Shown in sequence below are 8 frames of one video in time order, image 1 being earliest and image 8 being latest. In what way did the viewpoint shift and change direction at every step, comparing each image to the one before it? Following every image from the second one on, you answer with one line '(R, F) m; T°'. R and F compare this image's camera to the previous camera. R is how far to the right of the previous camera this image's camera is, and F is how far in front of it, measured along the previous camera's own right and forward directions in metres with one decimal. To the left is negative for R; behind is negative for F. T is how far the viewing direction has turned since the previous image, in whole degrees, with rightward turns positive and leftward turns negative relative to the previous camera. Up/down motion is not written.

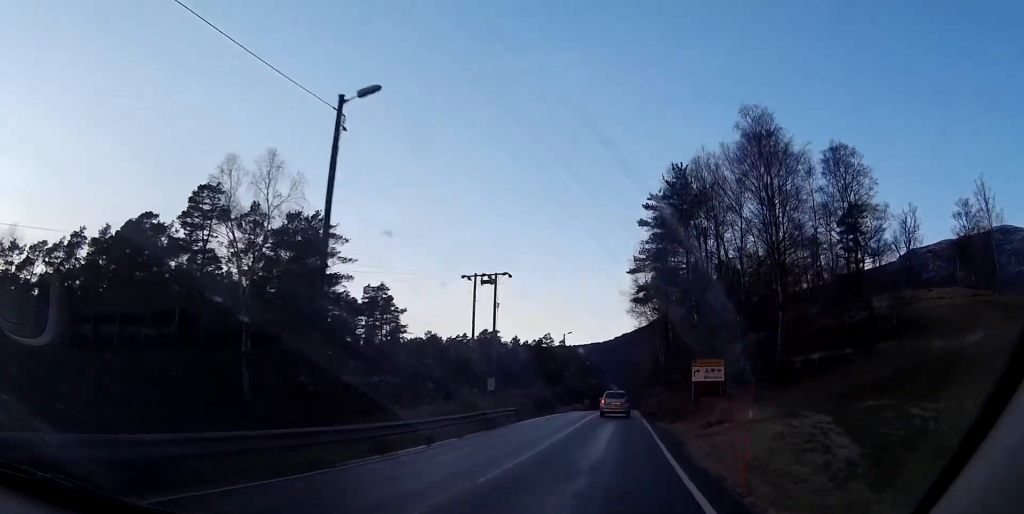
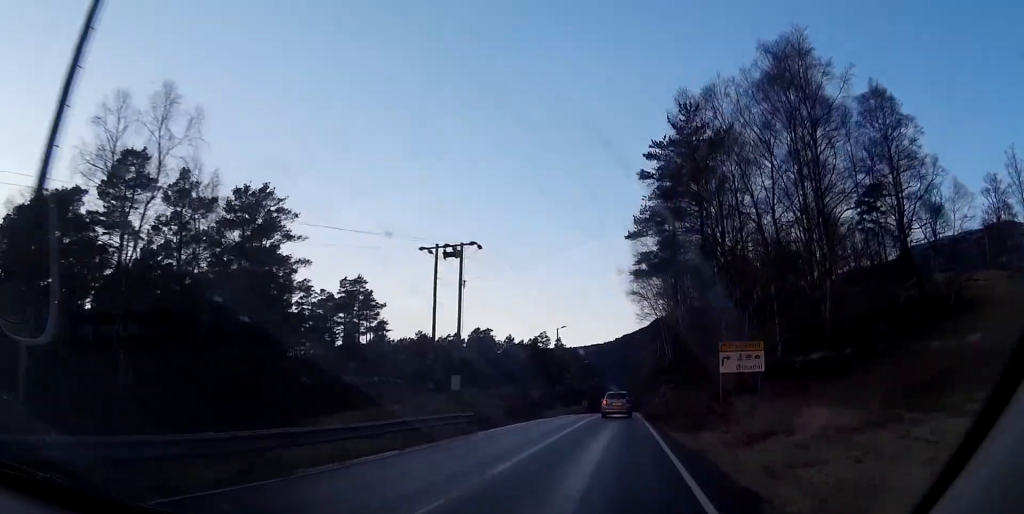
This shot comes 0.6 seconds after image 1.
(-0.1, +10.5) m; -1°
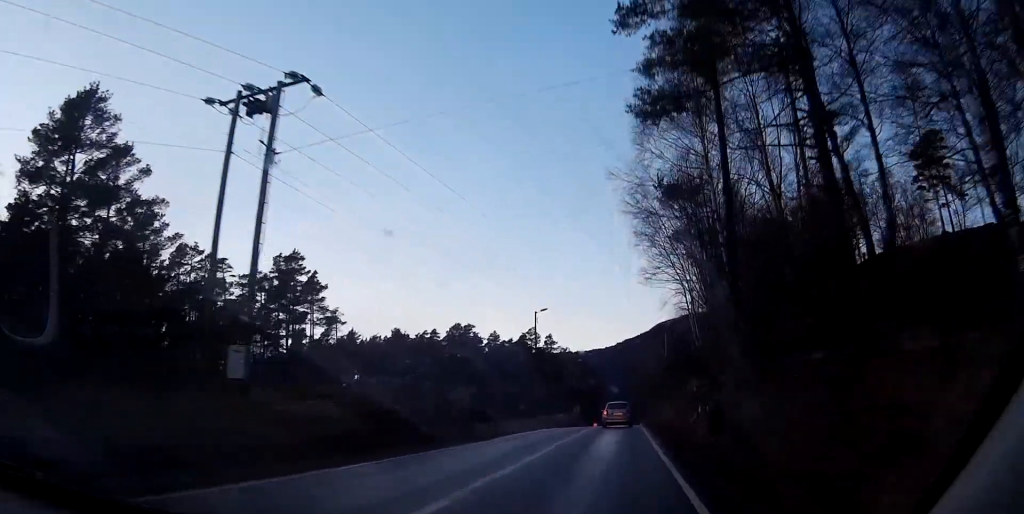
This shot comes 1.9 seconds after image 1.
(-0.5, +22.6) m; -2°
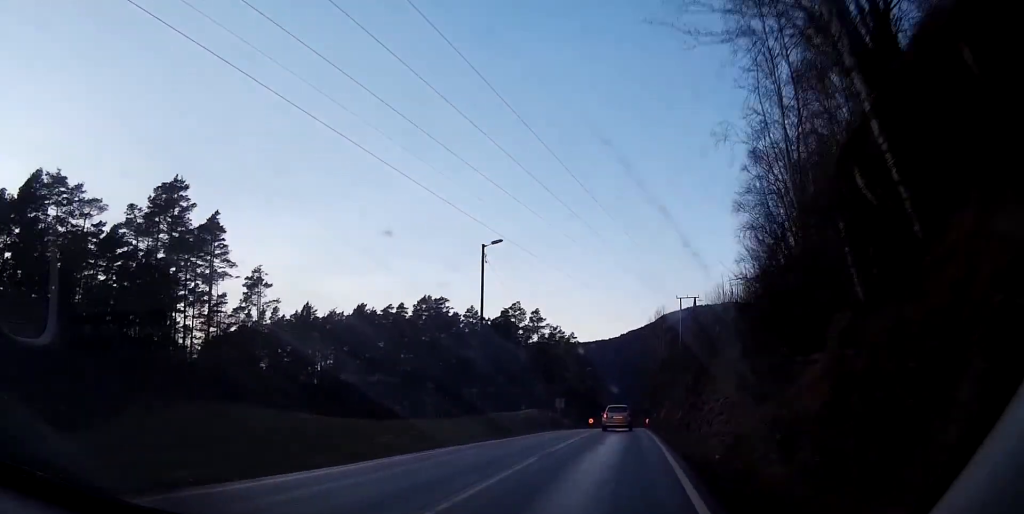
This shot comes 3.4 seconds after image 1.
(-0.3, +26.0) m; -1°
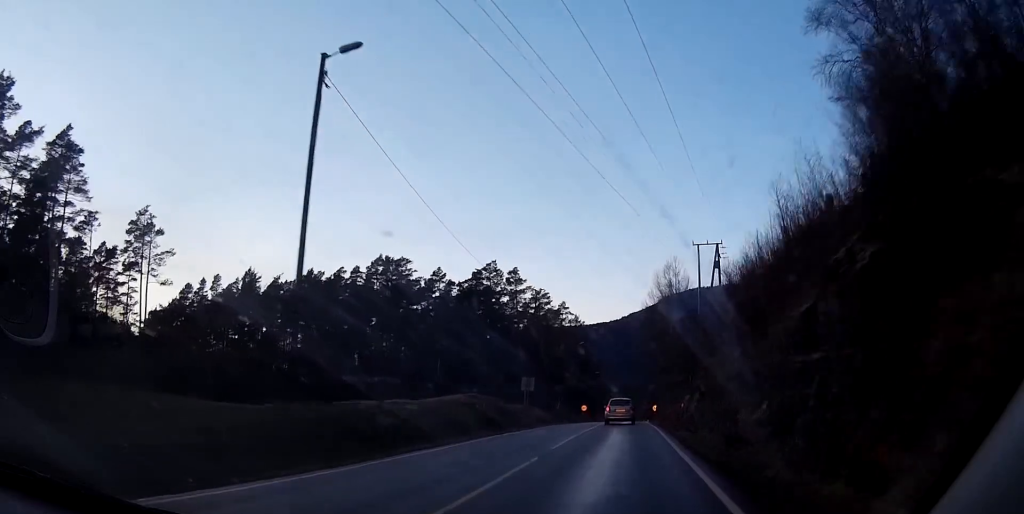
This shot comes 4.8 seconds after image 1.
(+0.1, +23.7) m; +1°
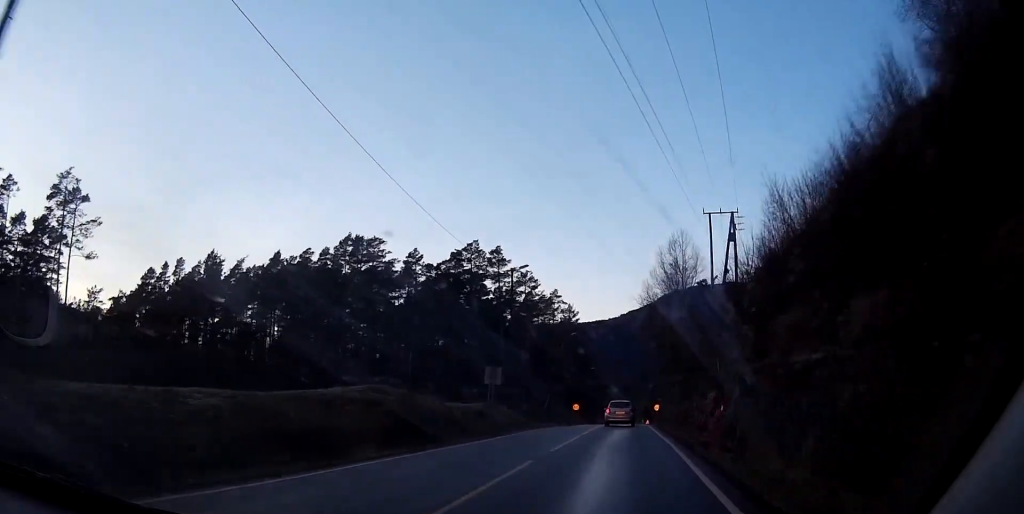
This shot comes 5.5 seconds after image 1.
(+0.1, +11.9) m; 0°
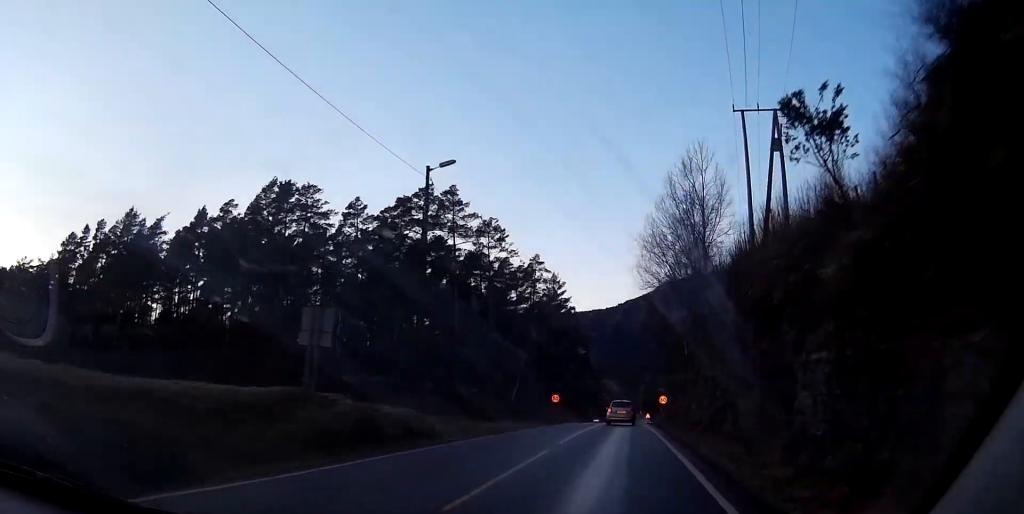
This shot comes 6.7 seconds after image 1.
(-0.2, +20.9) m; -1°
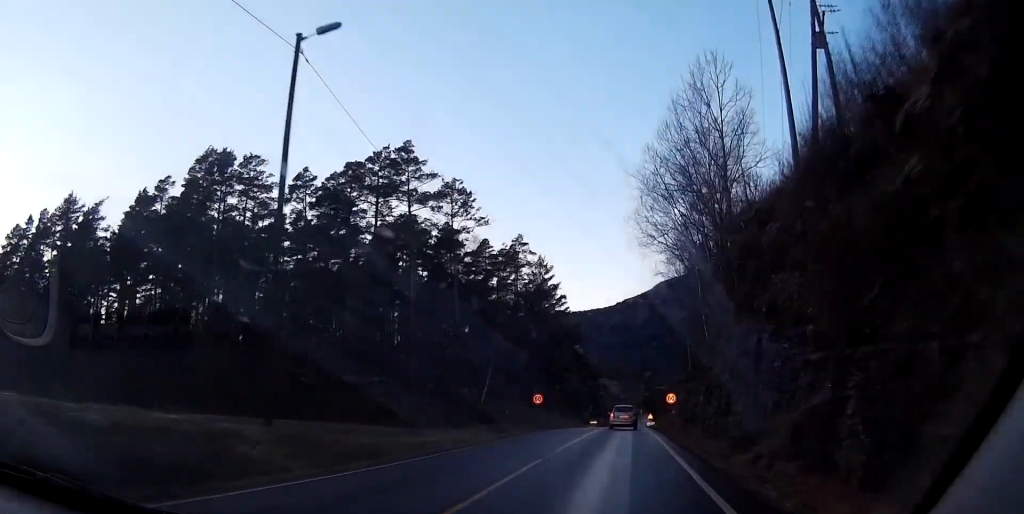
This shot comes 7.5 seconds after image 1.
(-0.1, +12.6) m; 0°
